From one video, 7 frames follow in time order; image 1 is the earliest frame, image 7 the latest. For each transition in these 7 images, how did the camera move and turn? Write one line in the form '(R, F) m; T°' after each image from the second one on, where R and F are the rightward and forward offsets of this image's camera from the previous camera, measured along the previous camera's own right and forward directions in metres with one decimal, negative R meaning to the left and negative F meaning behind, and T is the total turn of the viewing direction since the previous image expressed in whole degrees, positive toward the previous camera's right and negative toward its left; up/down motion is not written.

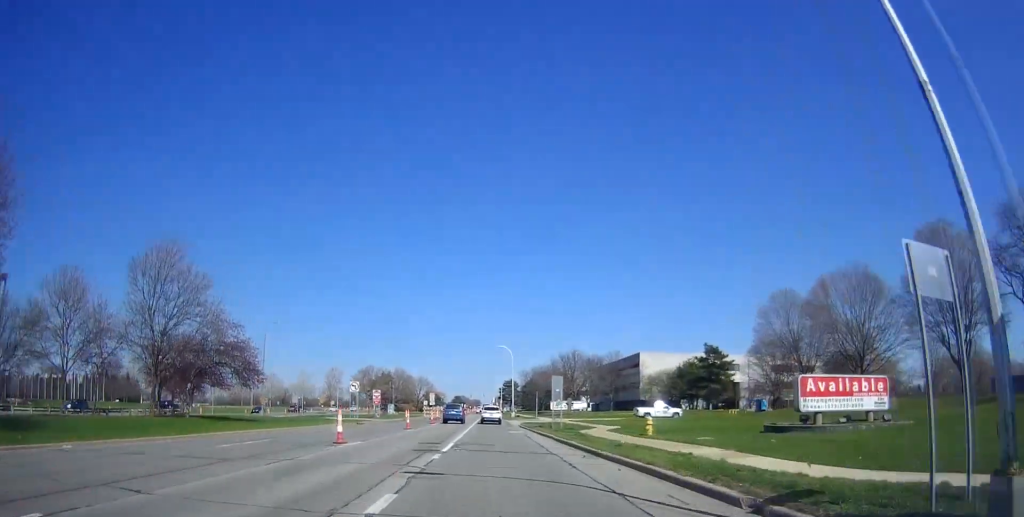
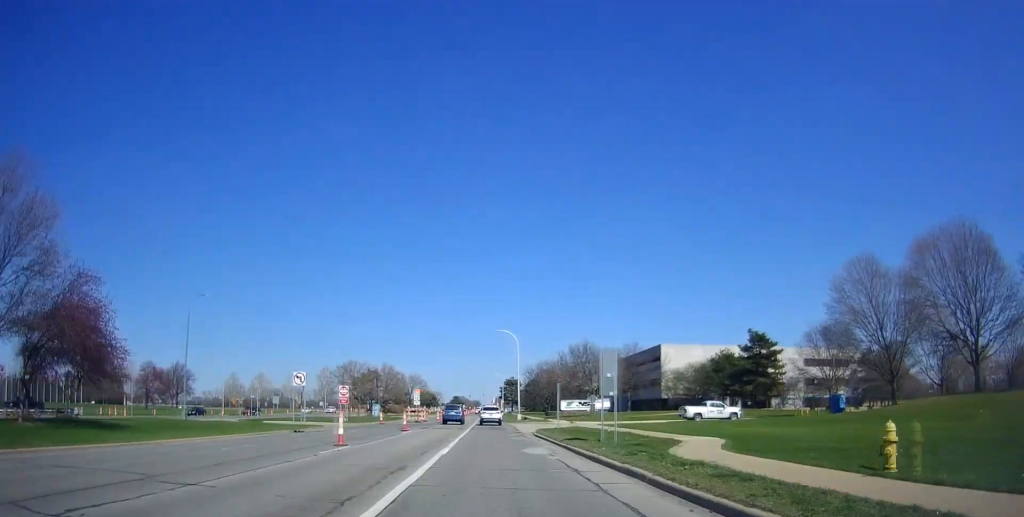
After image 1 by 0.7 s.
(+0.6, +16.0) m; -1°
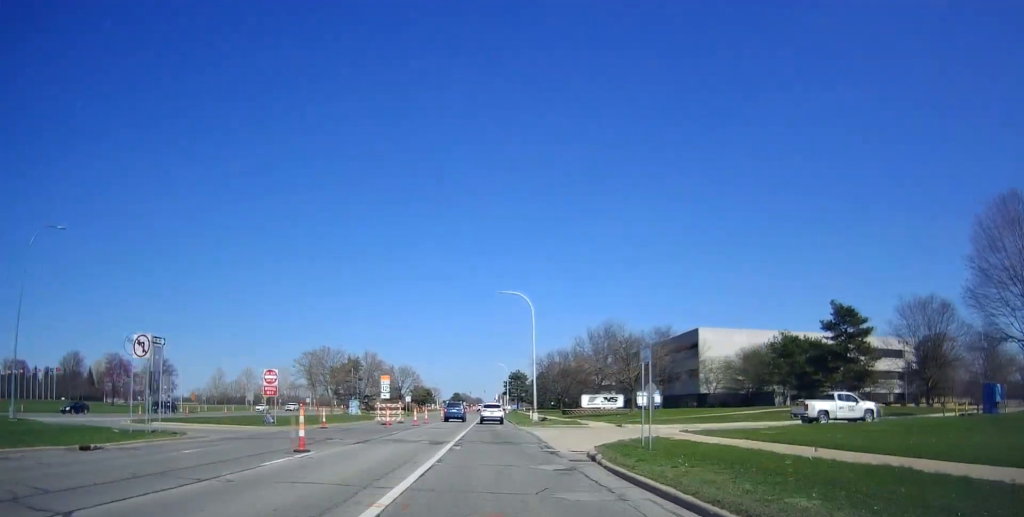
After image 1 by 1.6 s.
(-0.9, +19.1) m; -1°
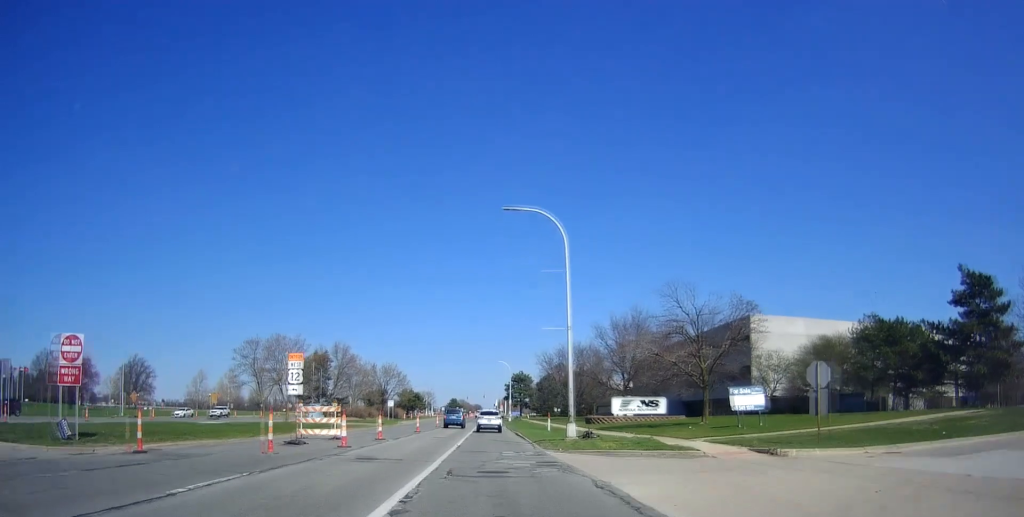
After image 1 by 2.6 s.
(+0.5, +19.5) m; +1°
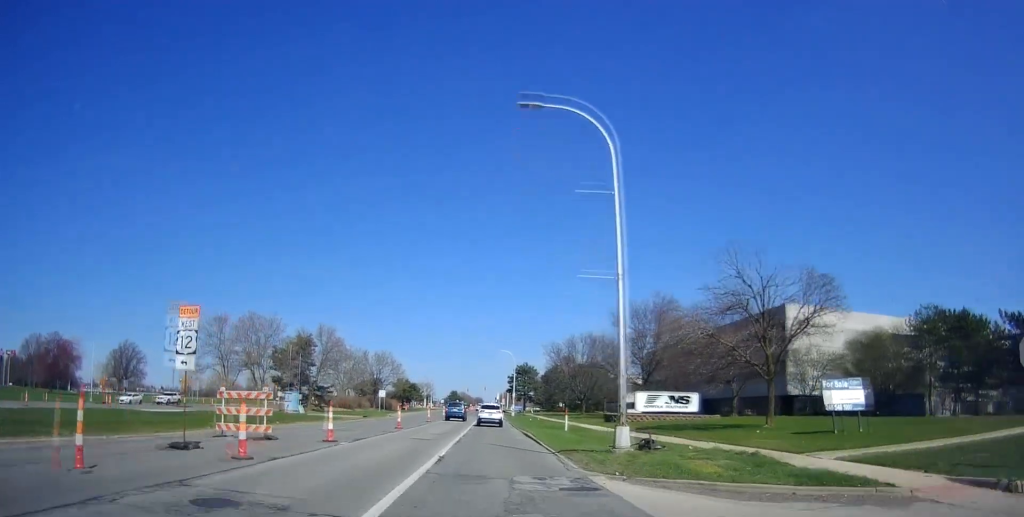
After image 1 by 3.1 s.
(0.0, +9.0) m; 0°
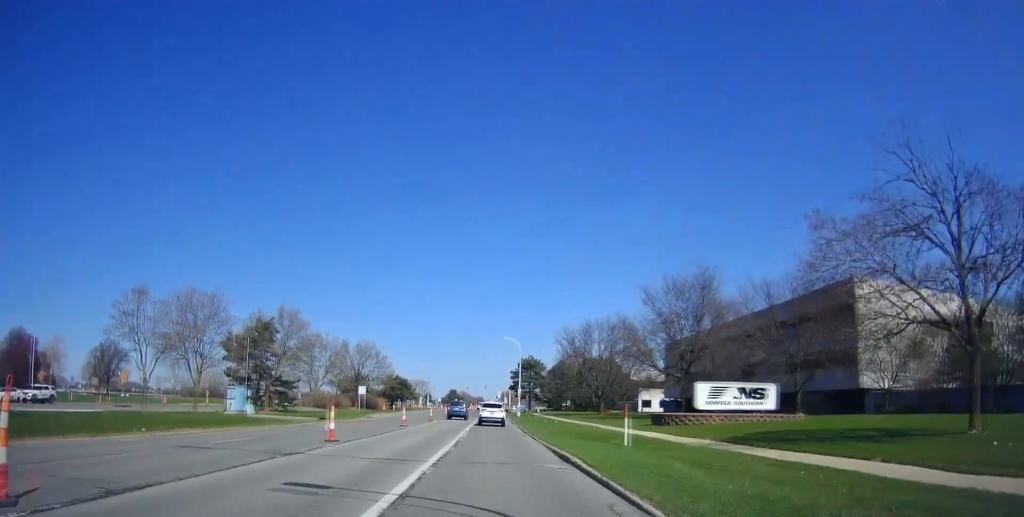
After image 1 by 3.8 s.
(-0.1, +14.2) m; -1°
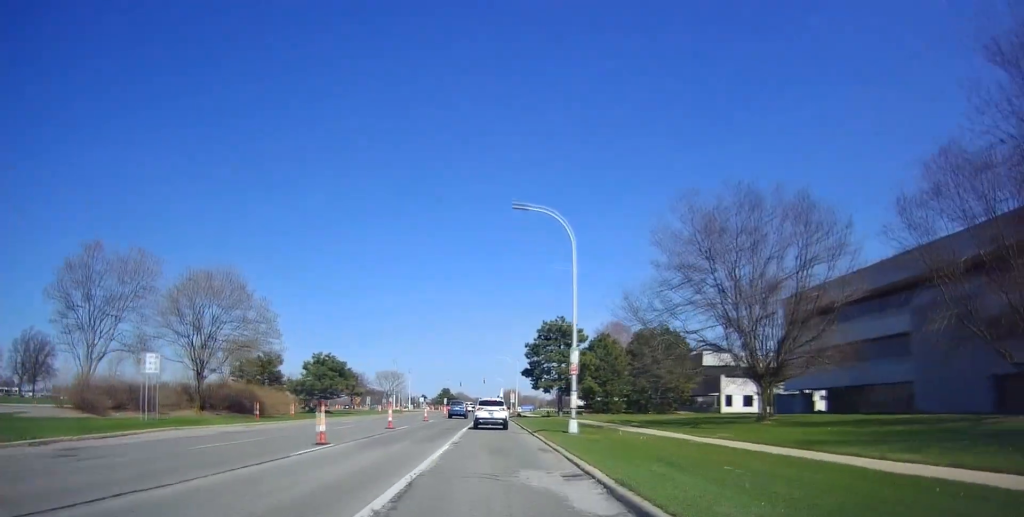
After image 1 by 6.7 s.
(+0.5, +46.6) m; +1°
